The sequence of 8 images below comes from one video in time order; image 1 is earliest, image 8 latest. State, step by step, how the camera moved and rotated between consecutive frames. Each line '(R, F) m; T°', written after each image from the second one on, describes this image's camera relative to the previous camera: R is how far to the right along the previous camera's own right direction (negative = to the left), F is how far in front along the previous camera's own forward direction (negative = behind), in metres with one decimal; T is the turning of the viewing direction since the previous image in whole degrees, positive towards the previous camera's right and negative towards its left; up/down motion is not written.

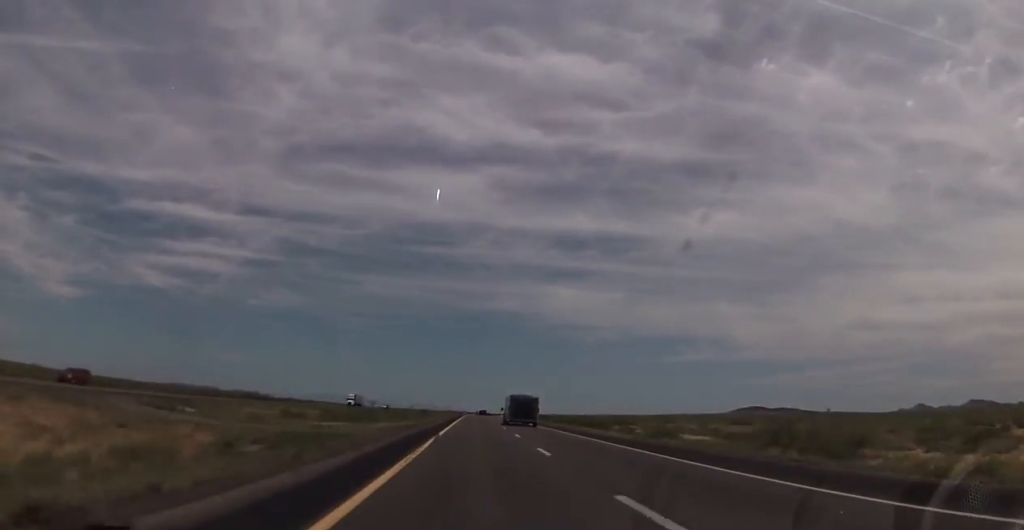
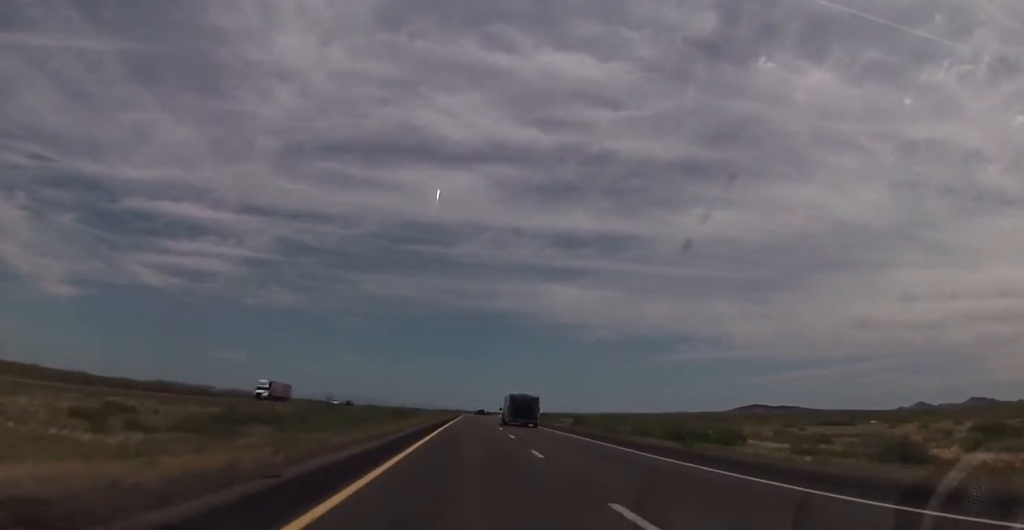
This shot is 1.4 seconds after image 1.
(+0.2, +44.9) m; 0°
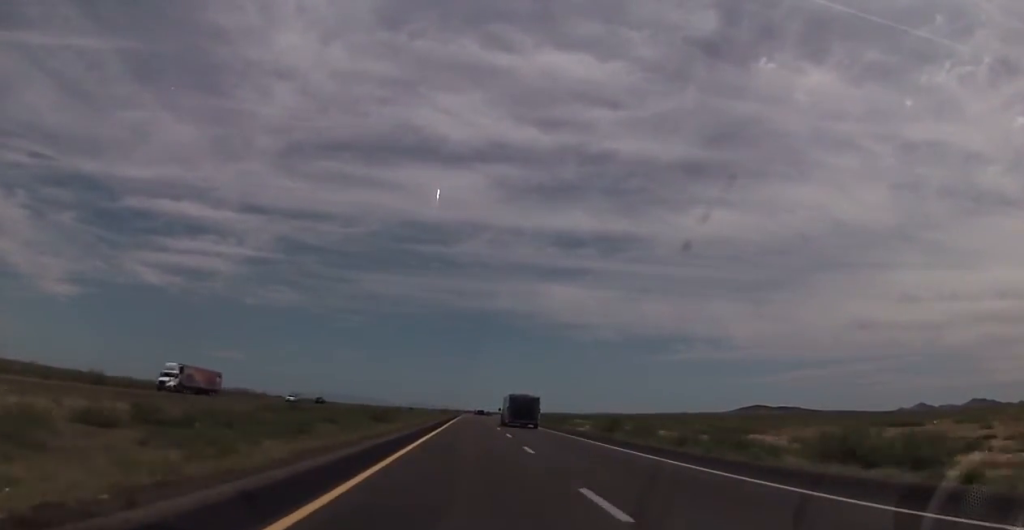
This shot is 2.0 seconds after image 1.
(0.0, +21.5) m; 0°
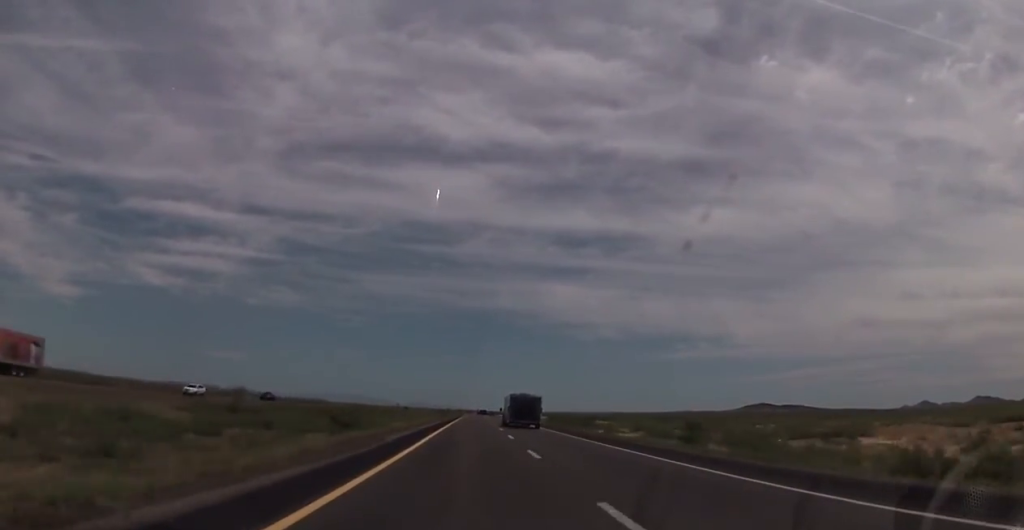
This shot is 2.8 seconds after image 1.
(0.0, +25.9) m; 0°
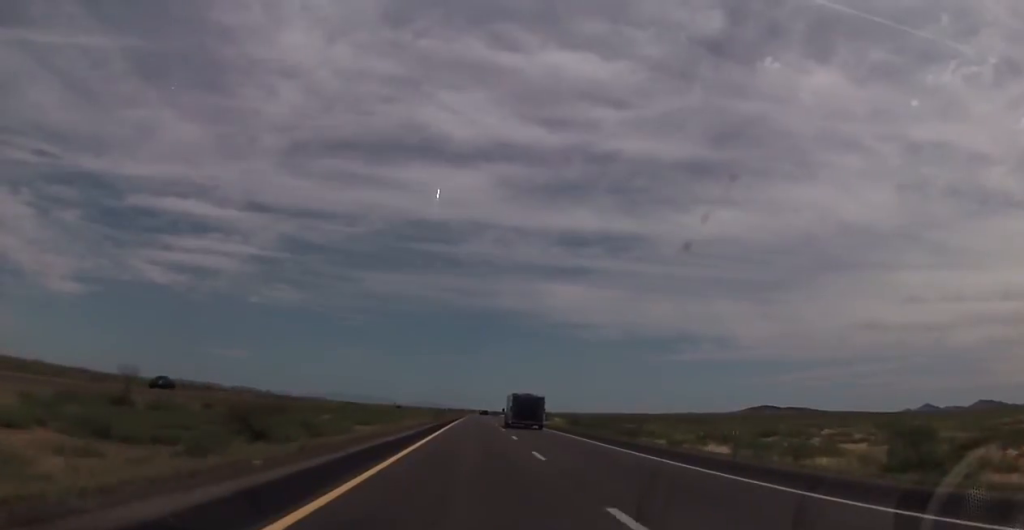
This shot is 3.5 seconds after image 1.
(0.0, +26.0) m; 0°
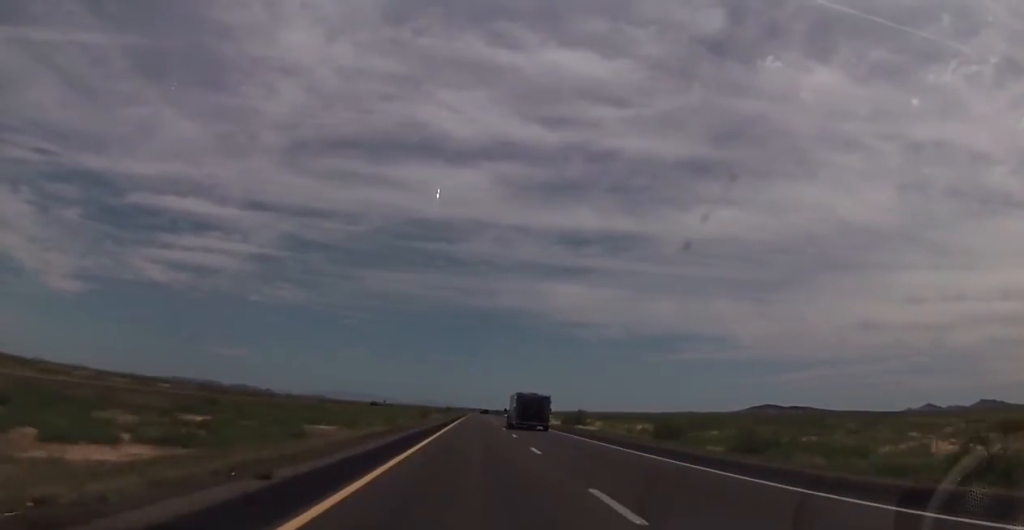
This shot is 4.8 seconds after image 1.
(-0.2, +50.5) m; 0°
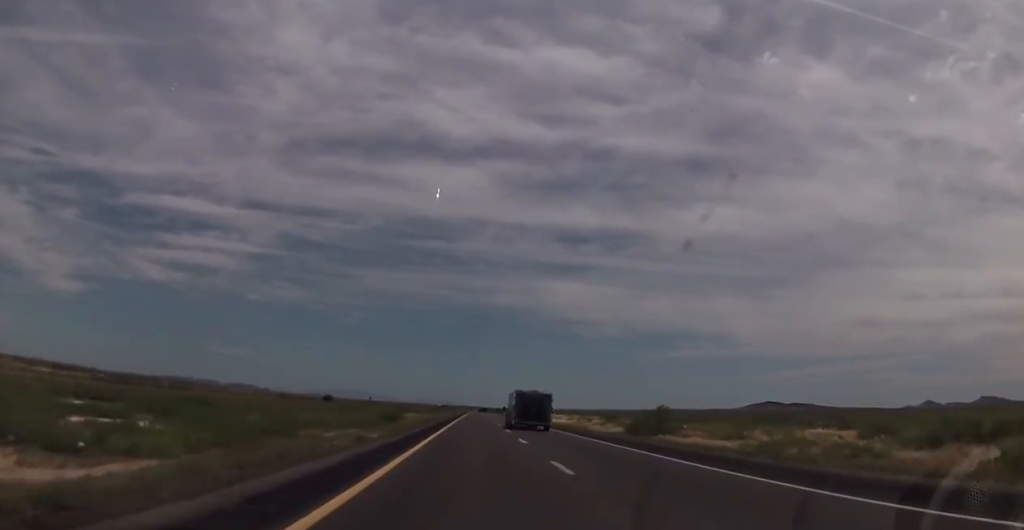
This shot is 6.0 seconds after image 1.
(+0.2, +41.5) m; 0°
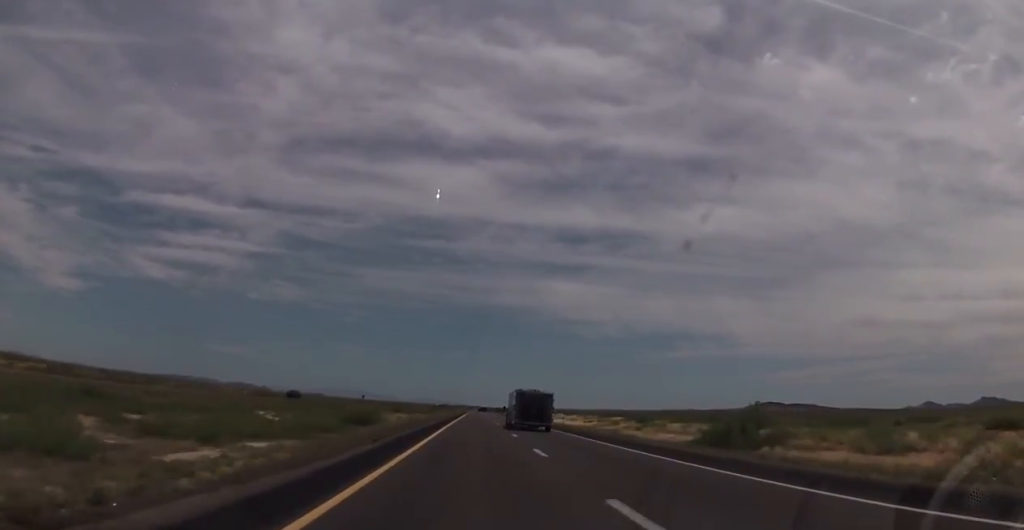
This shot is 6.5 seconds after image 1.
(+0.1, +18.6) m; 0°
